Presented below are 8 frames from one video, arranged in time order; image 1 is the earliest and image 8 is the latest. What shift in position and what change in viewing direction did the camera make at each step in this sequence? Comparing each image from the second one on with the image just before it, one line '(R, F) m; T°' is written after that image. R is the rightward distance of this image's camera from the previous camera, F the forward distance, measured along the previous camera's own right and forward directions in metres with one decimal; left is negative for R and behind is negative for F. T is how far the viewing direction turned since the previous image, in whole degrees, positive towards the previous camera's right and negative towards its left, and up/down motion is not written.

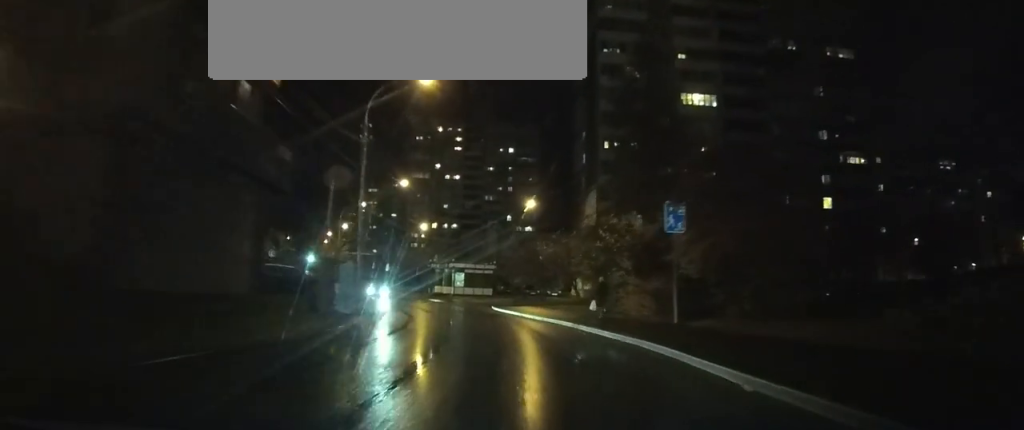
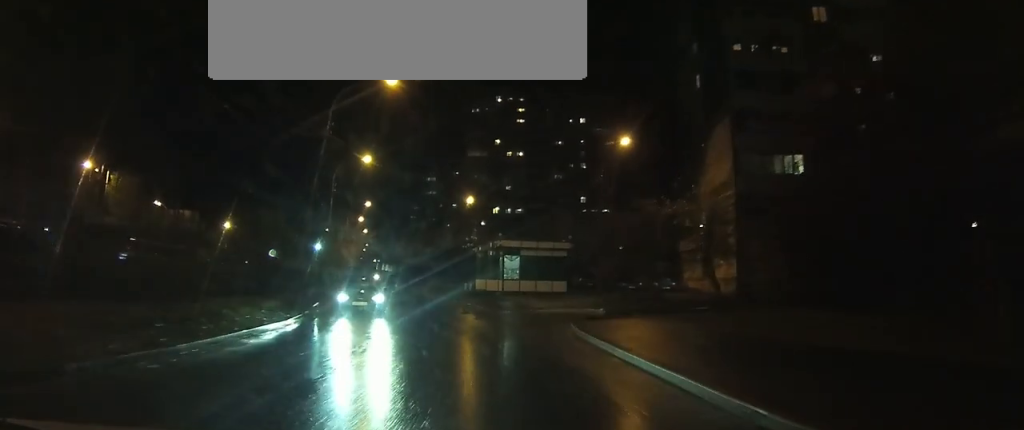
(-1.1, +23.8) m; -7°
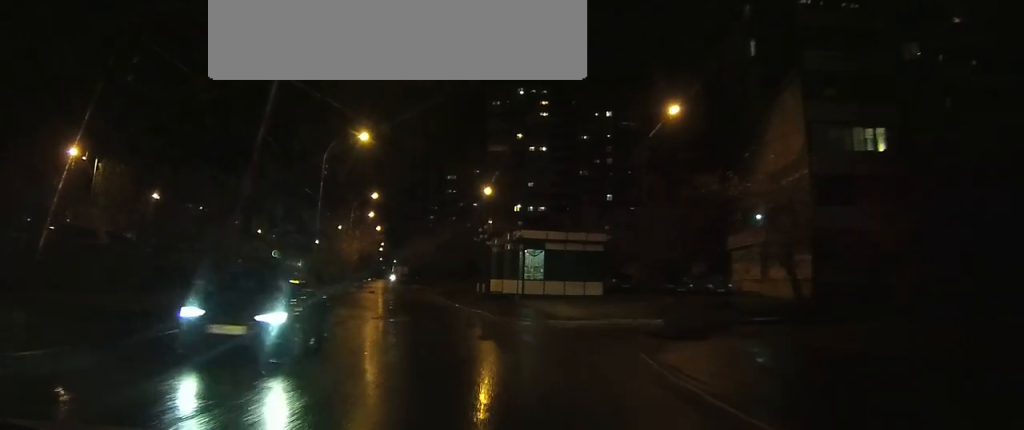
(-0.4, +7.4) m; -6°
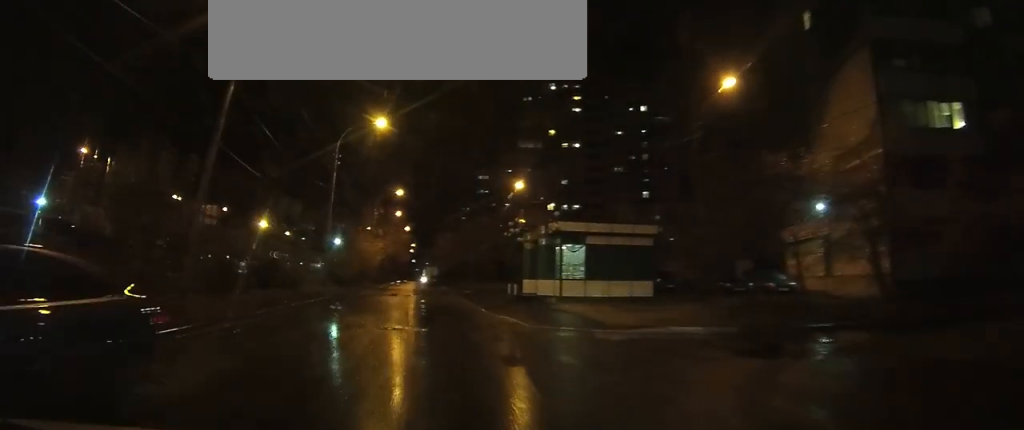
(-0.1, +4.3) m; -3°
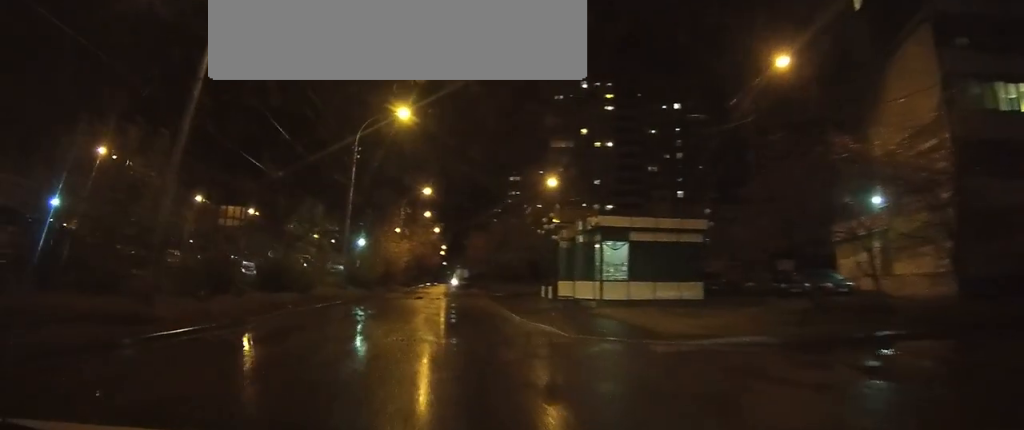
(-0.1, +2.9) m; -1°
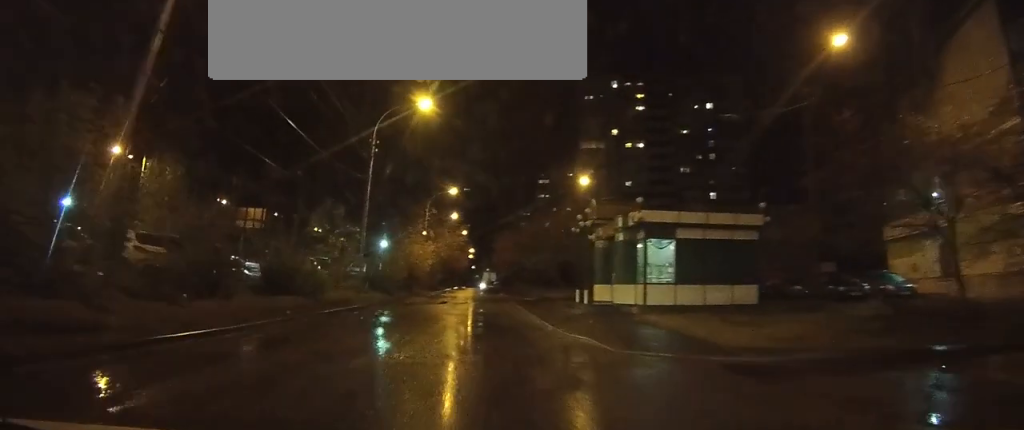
(0.0, +2.8) m; -1°
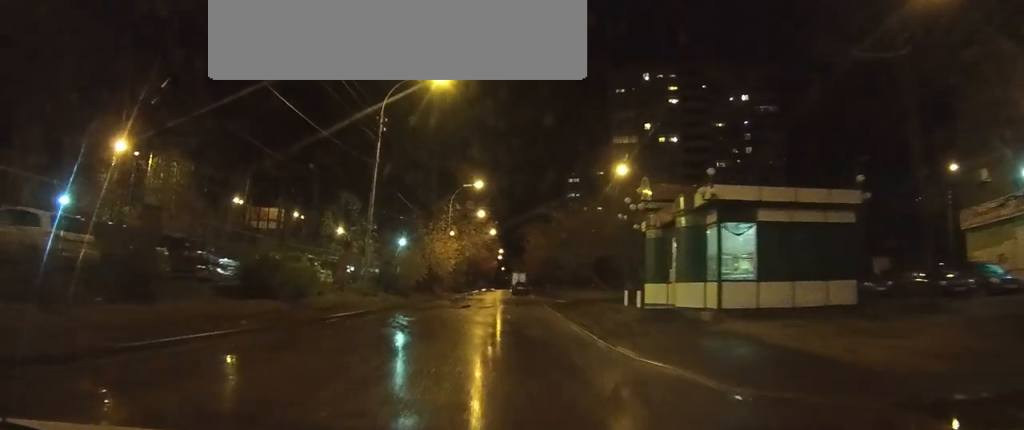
(0.0, +5.1) m; 0°
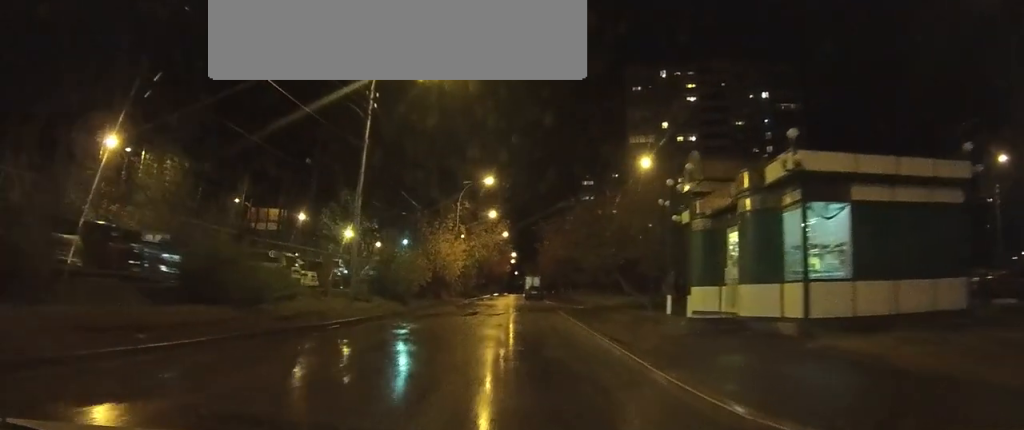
(0.0, +4.4) m; -1°
